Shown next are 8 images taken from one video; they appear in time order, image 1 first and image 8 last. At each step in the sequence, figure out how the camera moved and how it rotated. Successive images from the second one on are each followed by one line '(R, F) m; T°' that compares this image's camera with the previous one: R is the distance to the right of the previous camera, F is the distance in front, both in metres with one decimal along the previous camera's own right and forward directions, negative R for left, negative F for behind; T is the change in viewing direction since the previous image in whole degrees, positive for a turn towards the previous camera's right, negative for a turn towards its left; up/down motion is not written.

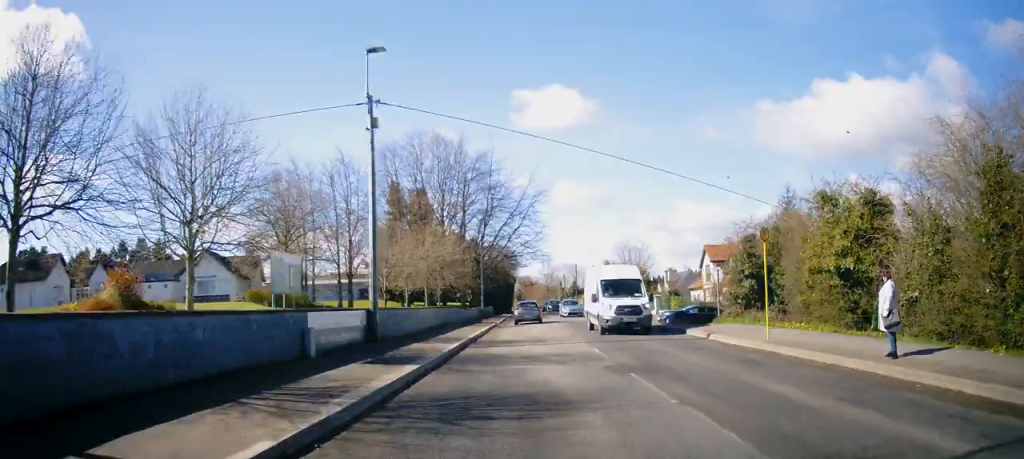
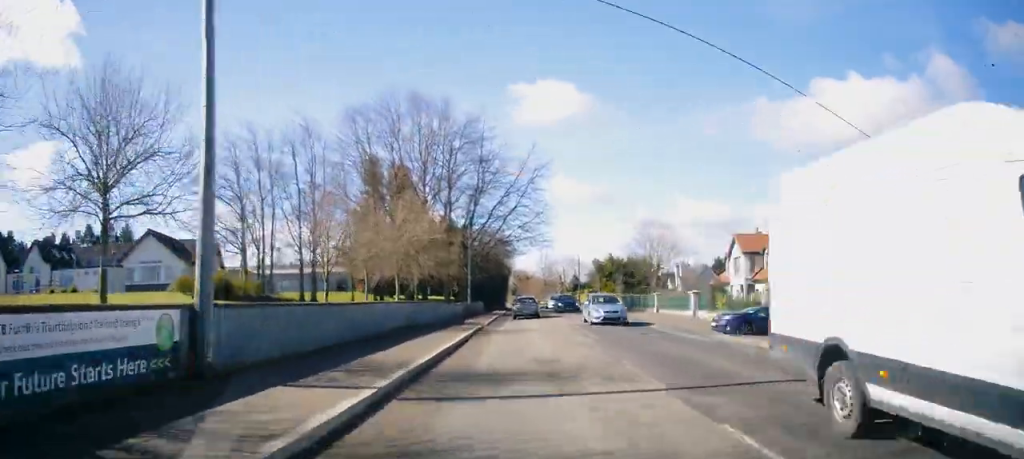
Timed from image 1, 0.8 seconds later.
(+0.1, +10.7) m; +1°
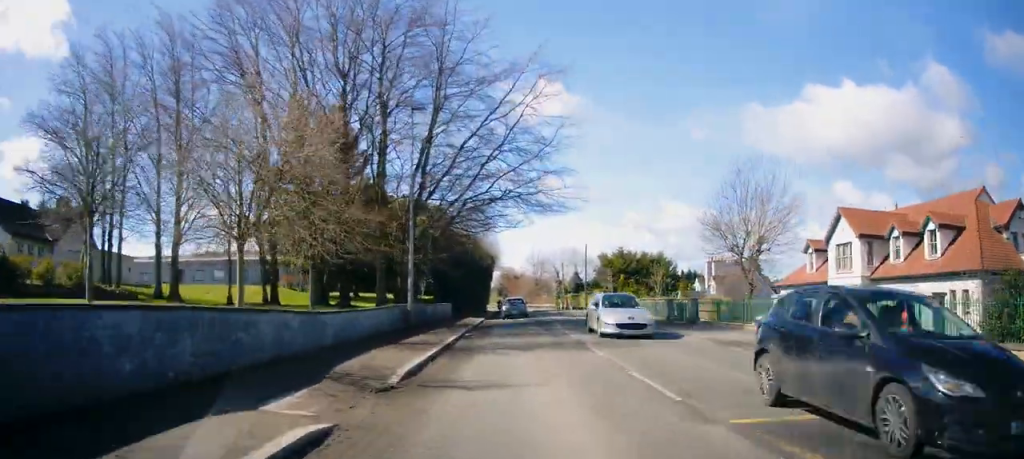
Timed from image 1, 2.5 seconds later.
(-0.2, +22.1) m; 0°
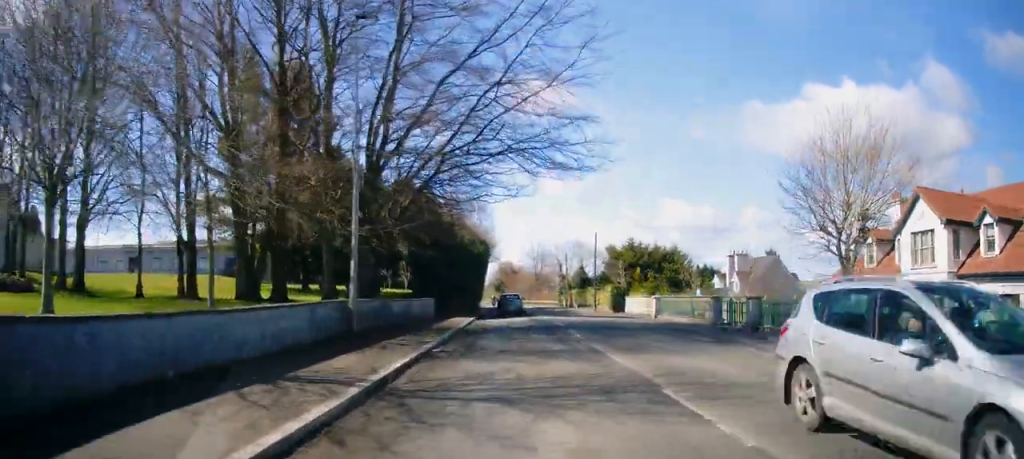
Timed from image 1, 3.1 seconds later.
(+0.1, +8.5) m; +1°
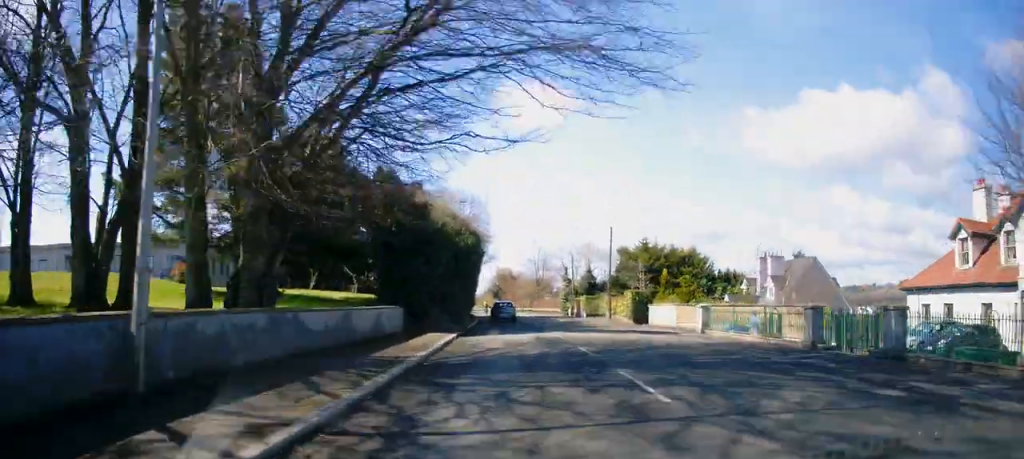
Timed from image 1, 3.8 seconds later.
(+0.4, +9.4) m; +1°
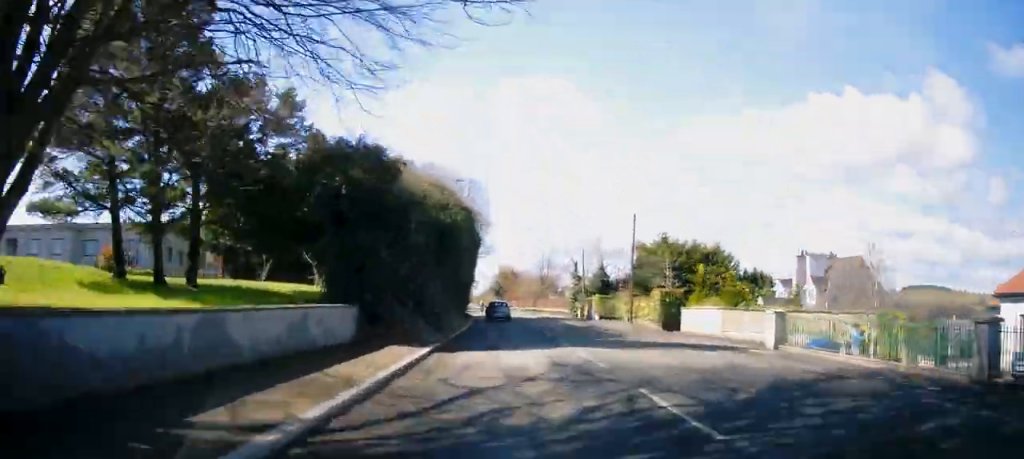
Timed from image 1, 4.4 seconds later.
(-0.3, +8.0) m; -1°
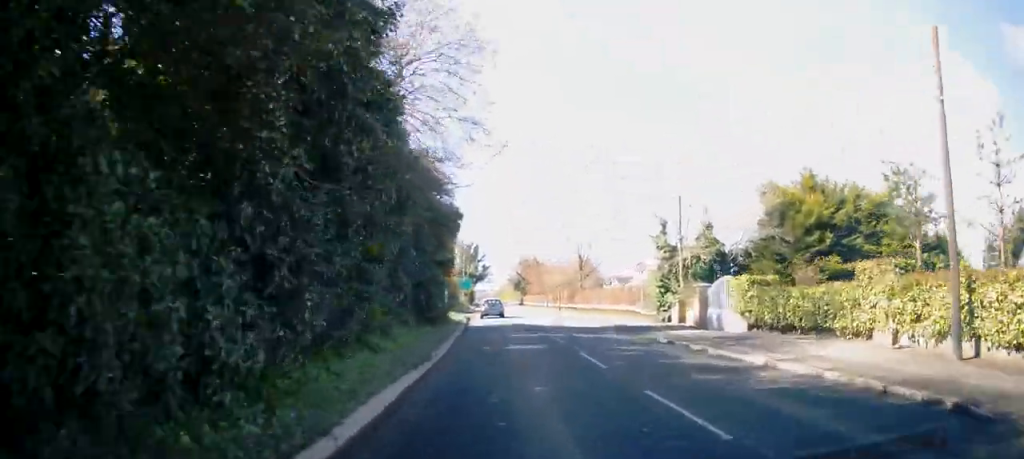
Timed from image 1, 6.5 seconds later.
(-0.3, +30.4) m; -2°
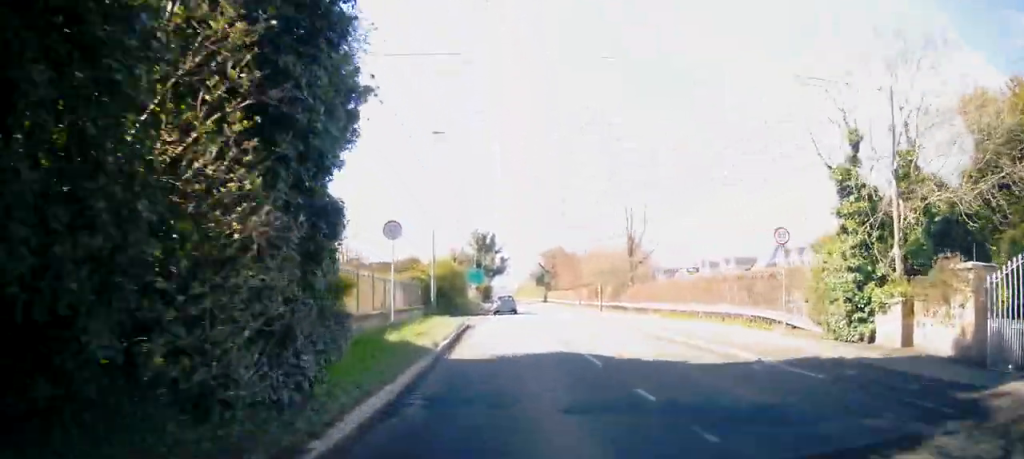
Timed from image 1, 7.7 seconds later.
(-0.5, +18.2) m; -1°
